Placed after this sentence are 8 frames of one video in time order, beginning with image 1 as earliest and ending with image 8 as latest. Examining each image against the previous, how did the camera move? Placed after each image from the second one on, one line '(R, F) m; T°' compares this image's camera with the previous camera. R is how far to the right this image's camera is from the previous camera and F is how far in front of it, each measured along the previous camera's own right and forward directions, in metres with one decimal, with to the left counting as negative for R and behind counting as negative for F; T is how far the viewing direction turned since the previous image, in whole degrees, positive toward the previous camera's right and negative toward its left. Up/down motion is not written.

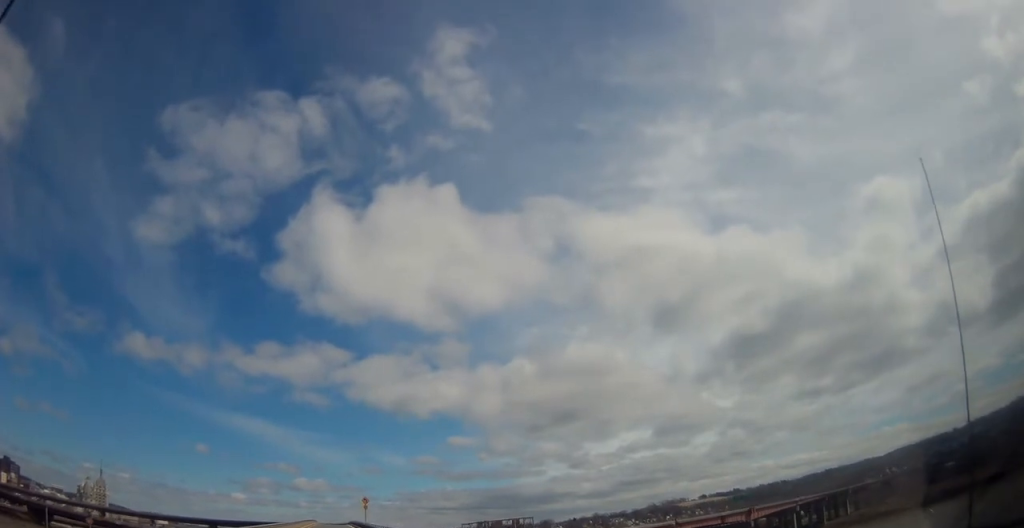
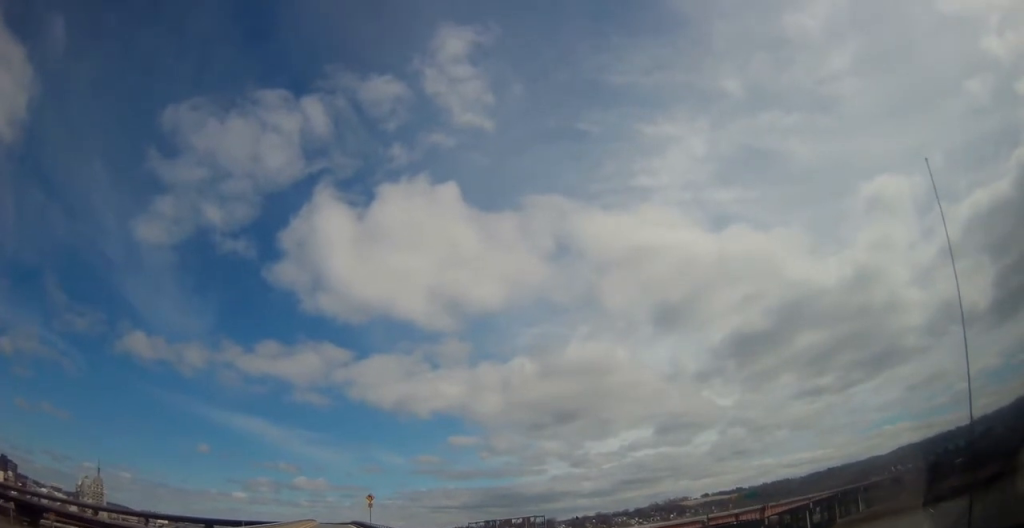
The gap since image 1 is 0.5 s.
(+0.2, +10.6) m; 0°
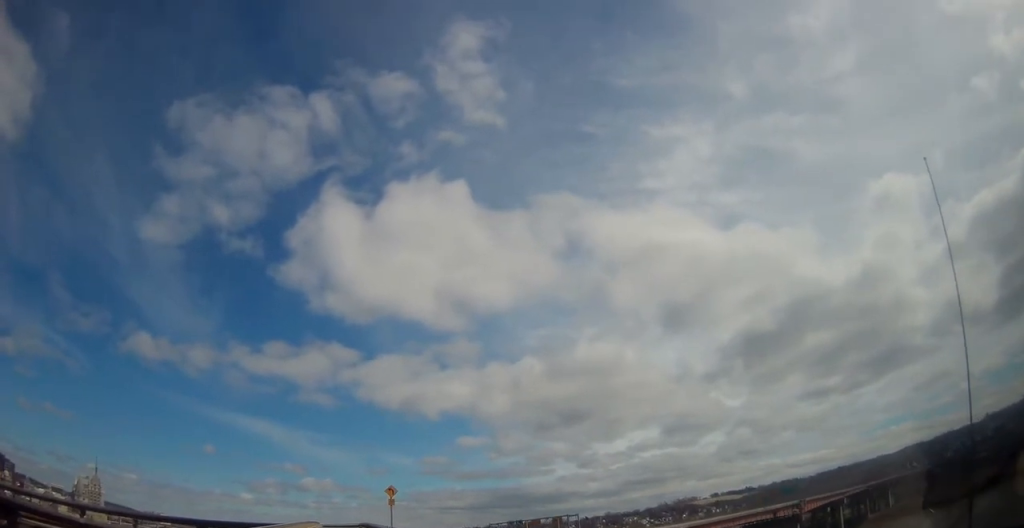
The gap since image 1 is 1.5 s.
(-0.2, +22.7) m; 0°
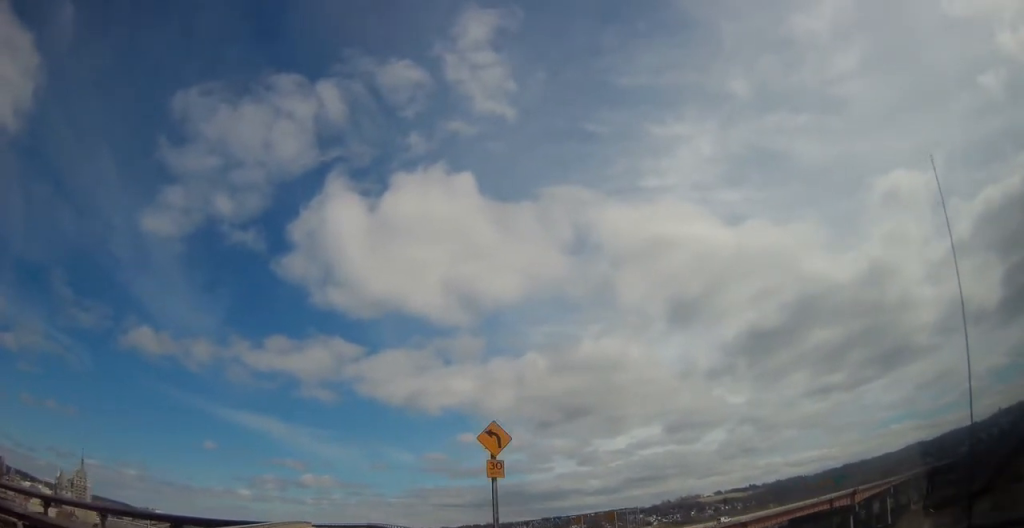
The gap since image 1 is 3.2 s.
(+0.1, +35.3) m; 0°
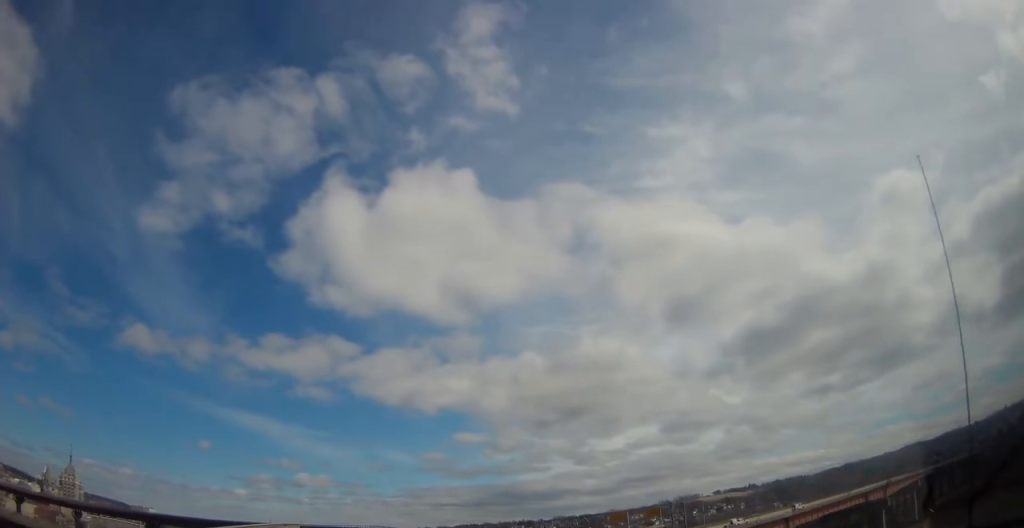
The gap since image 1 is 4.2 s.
(-0.3, +21.1) m; 0°
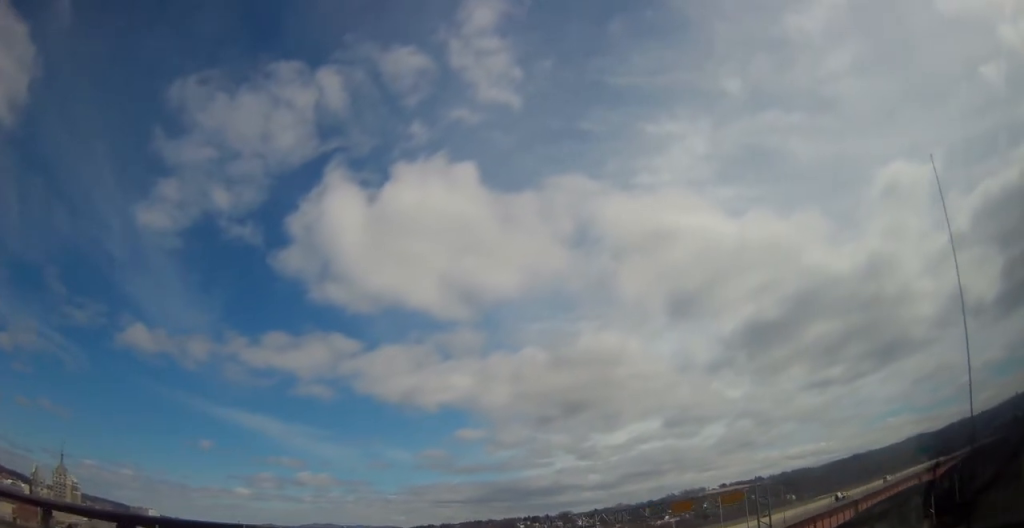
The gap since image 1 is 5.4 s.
(+0.2, +25.7) m; +1°
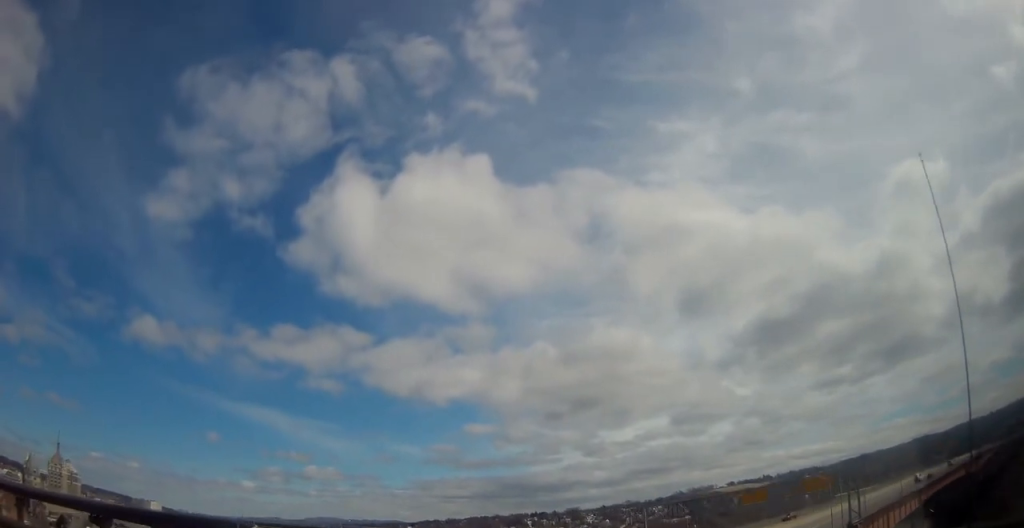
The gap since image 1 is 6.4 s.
(+0.1, +19.5) m; -1°
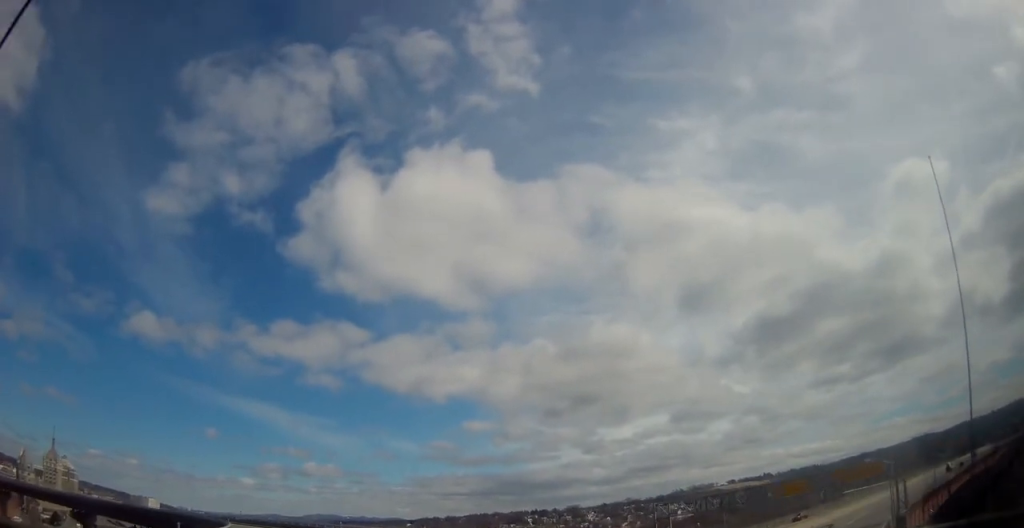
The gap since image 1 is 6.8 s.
(+0.3, +9.6) m; -1°
